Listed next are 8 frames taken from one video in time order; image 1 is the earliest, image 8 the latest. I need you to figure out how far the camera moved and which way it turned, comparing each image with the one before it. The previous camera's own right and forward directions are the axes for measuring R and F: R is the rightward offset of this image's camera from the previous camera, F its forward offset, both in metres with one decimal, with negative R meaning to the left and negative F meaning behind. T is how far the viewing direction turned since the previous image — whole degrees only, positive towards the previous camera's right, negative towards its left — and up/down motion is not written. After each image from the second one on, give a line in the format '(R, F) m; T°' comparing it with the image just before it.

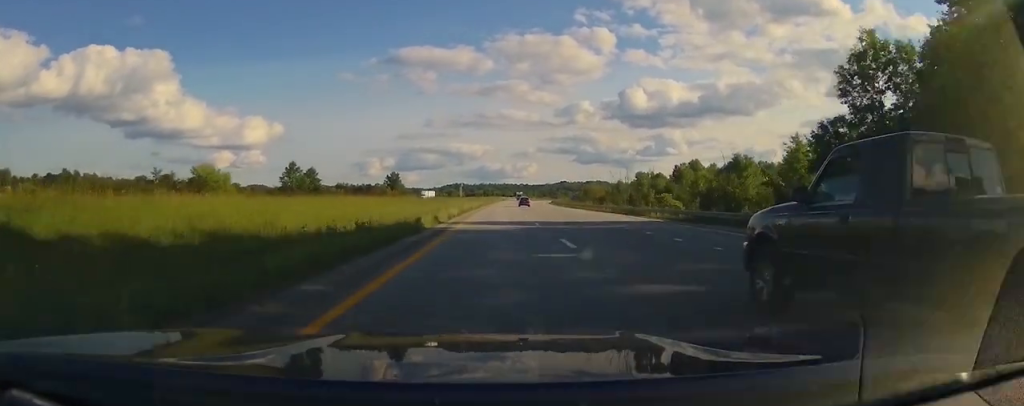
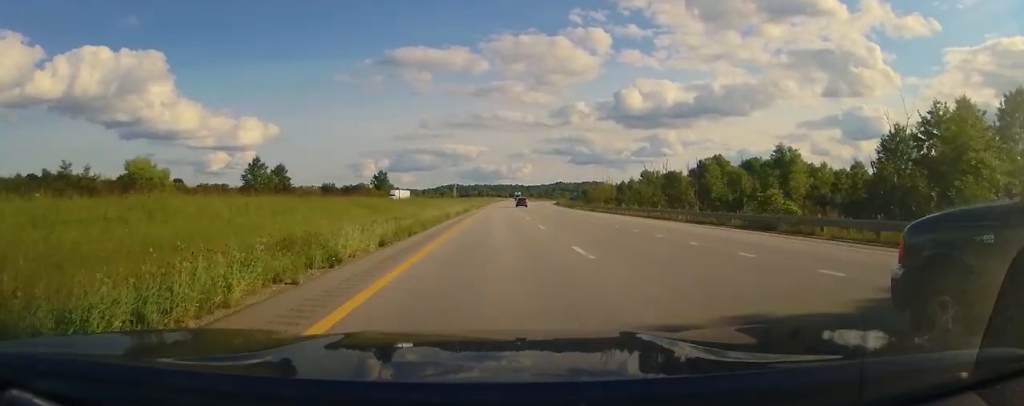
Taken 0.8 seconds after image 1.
(0.0, +26.8) m; 0°
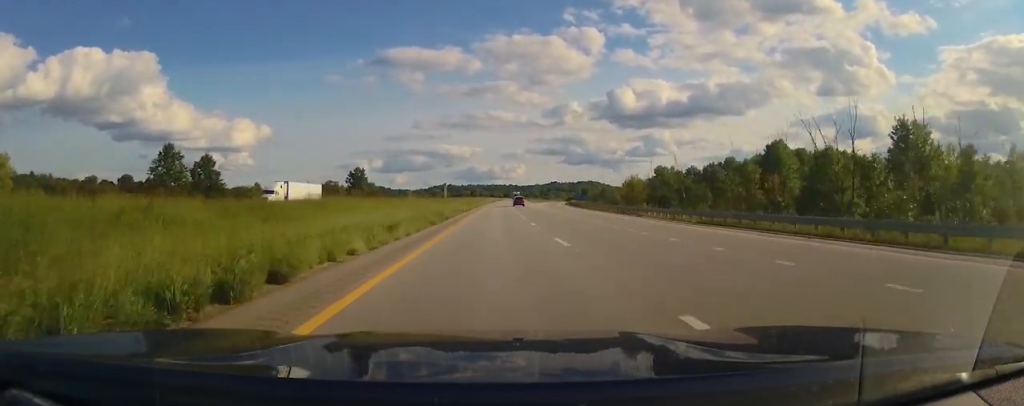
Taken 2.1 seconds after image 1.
(+0.3, +45.8) m; +1°
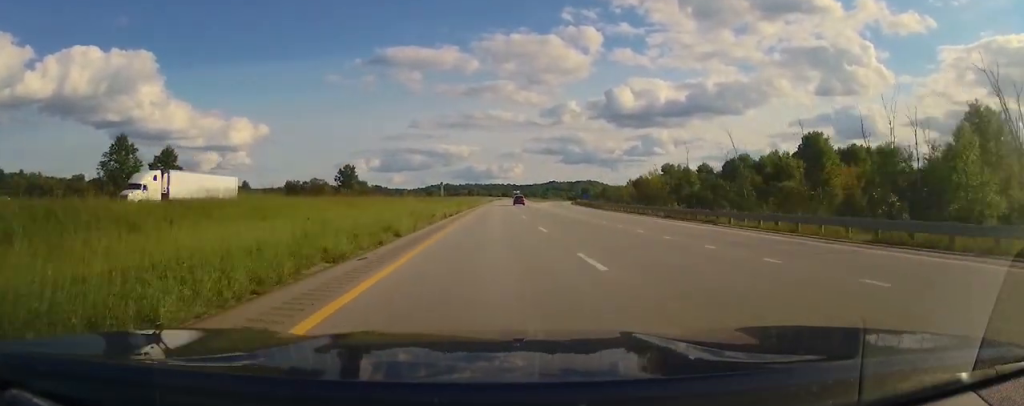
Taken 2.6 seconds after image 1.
(+0.3, +17.7) m; +1°
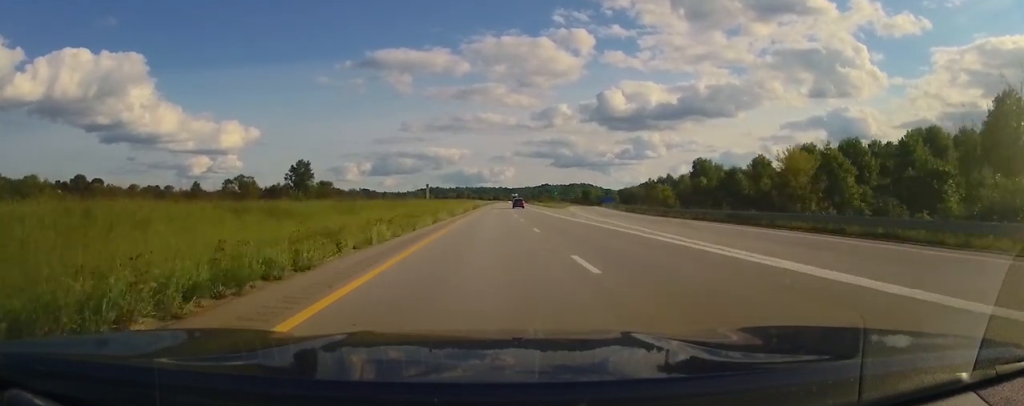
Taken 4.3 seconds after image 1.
(+0.3, +61.5) m; 0°
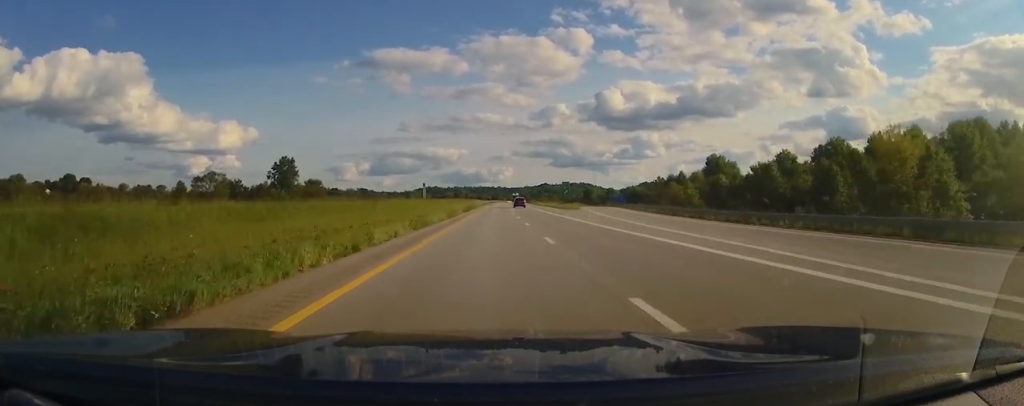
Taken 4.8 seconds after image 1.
(0.0, +17.7) m; 0°
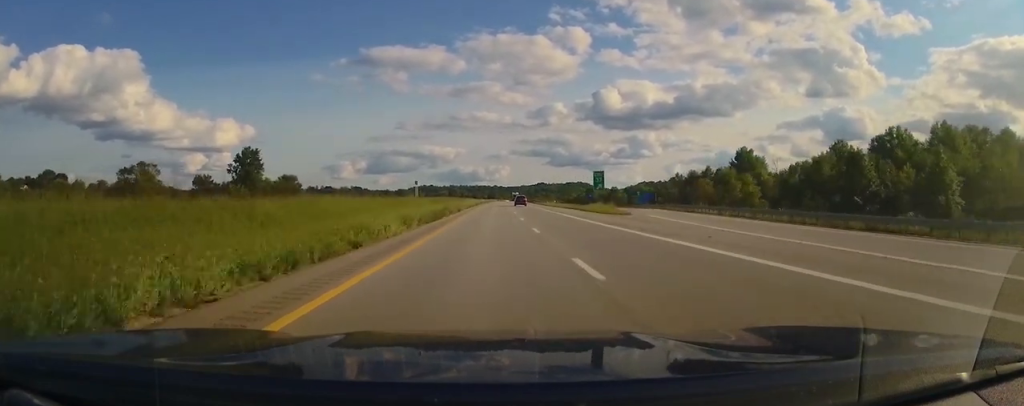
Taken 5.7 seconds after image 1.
(+0.2, +32.0) m; 0°
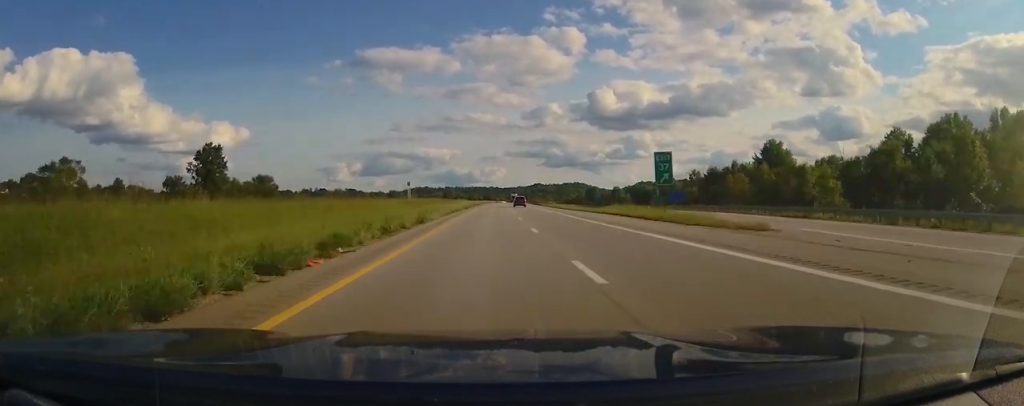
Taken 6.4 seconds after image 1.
(0.0, +25.0) m; 0°
